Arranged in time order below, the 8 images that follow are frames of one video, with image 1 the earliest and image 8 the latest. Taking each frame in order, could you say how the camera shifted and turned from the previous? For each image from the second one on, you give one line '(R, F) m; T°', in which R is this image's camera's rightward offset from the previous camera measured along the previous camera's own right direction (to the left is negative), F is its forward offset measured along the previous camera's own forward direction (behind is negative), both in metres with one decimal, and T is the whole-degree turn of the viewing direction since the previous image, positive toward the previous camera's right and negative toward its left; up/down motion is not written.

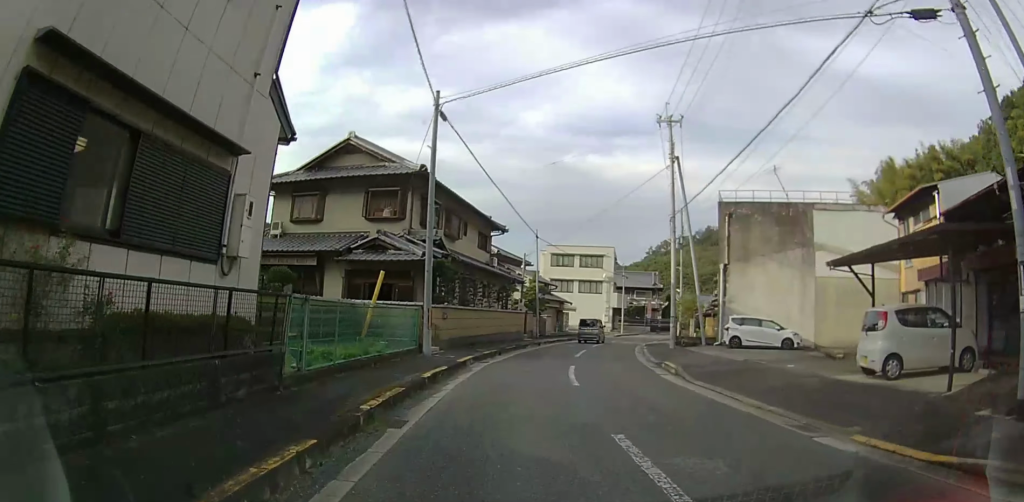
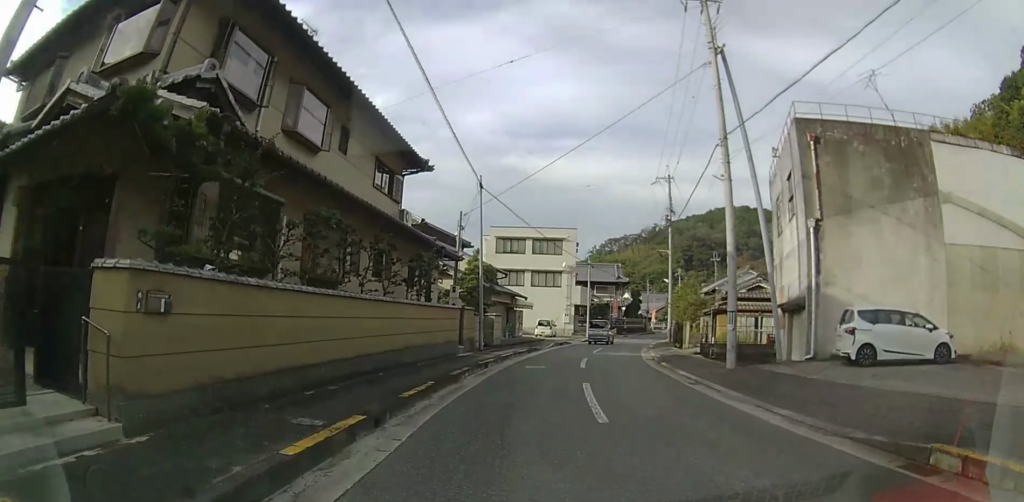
(+0.6, +14.9) m; +9°
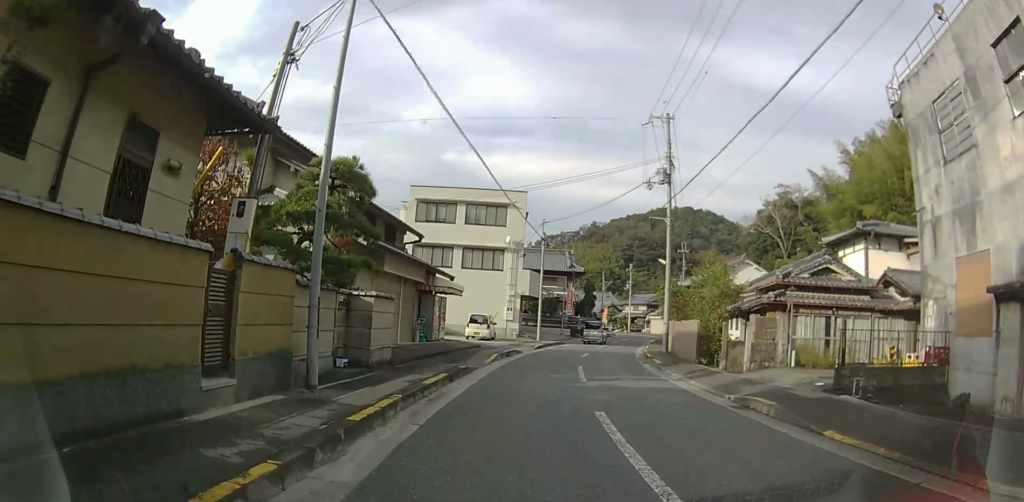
(+1.9, +15.4) m; +10°
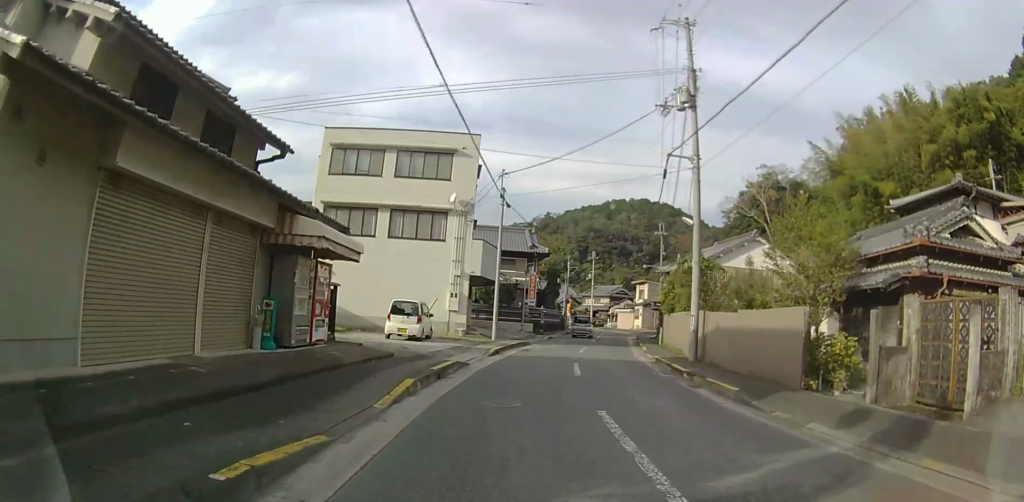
(0.0, +12.9) m; +4°
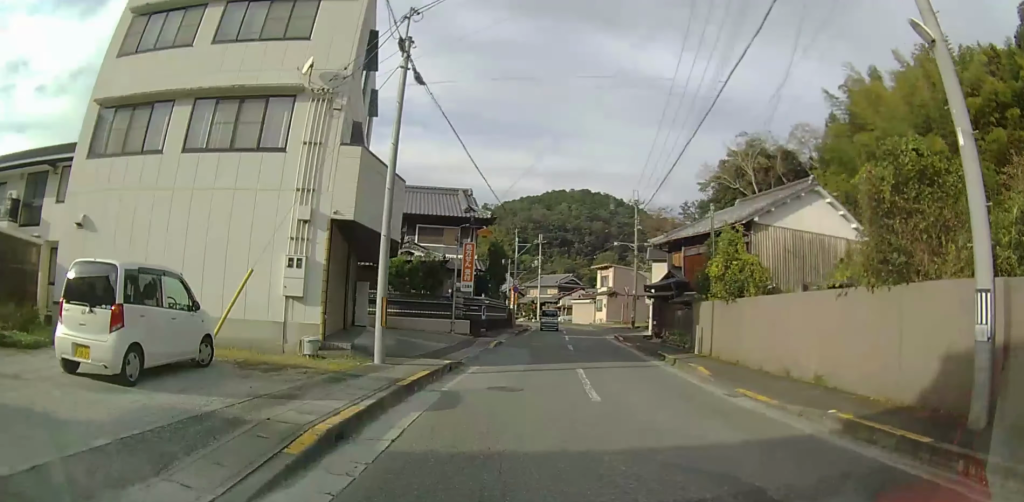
(+1.2, +16.1) m; +5°
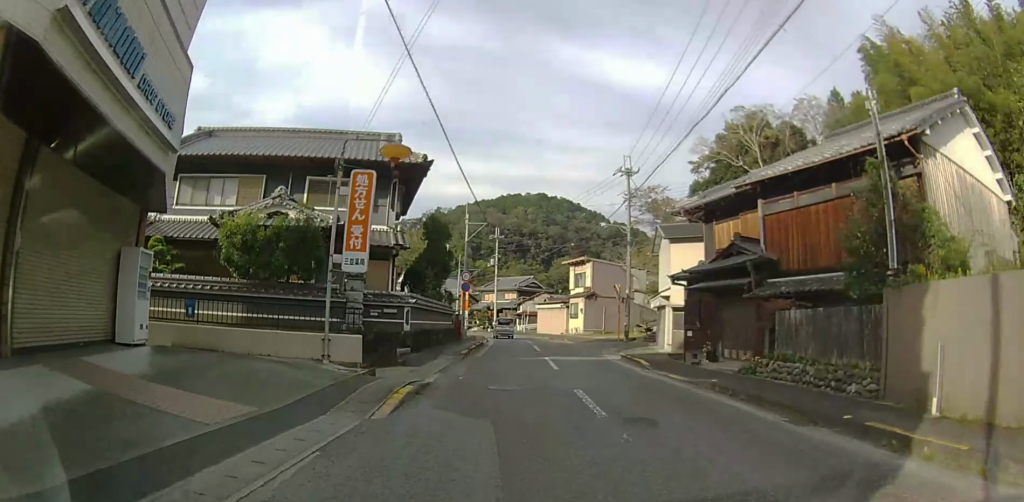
(+0.2, +13.2) m; +1°
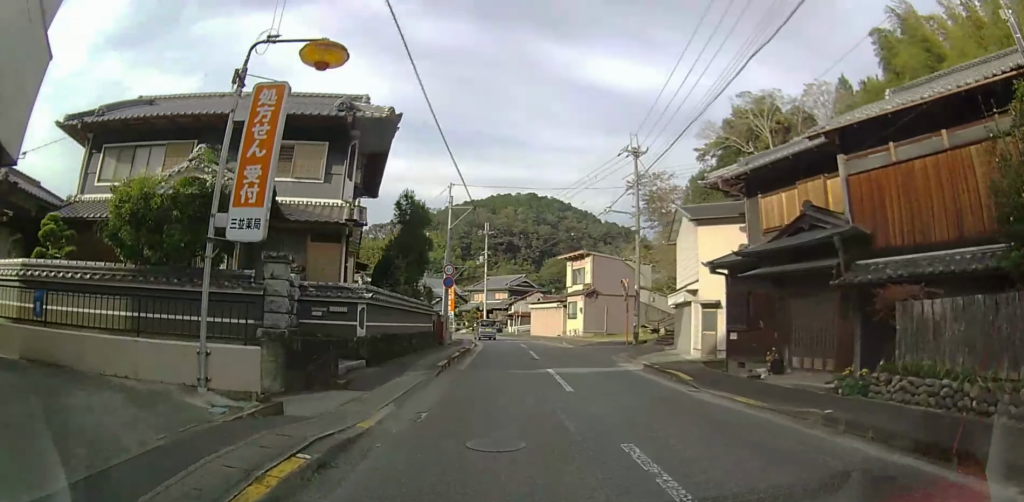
(0.0, +4.8) m; 0°
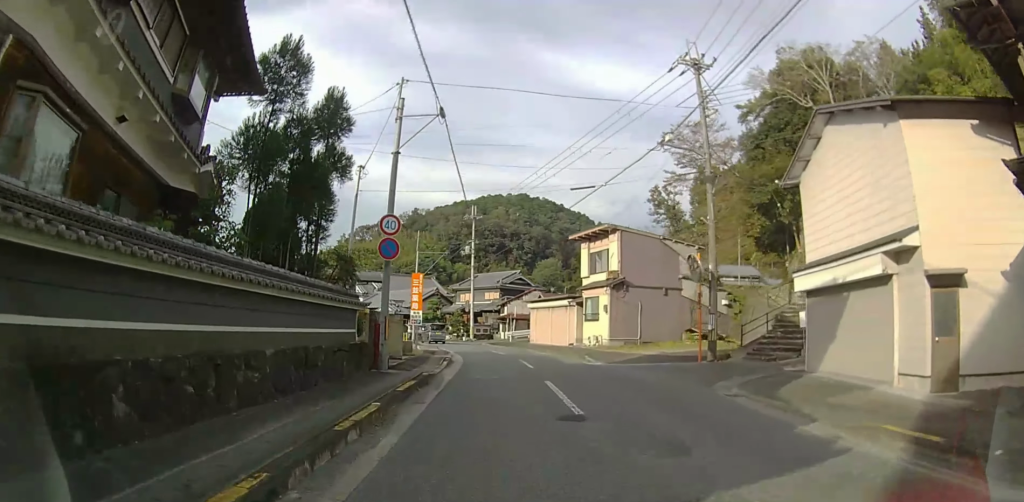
(0.0, +12.7) m; 0°
